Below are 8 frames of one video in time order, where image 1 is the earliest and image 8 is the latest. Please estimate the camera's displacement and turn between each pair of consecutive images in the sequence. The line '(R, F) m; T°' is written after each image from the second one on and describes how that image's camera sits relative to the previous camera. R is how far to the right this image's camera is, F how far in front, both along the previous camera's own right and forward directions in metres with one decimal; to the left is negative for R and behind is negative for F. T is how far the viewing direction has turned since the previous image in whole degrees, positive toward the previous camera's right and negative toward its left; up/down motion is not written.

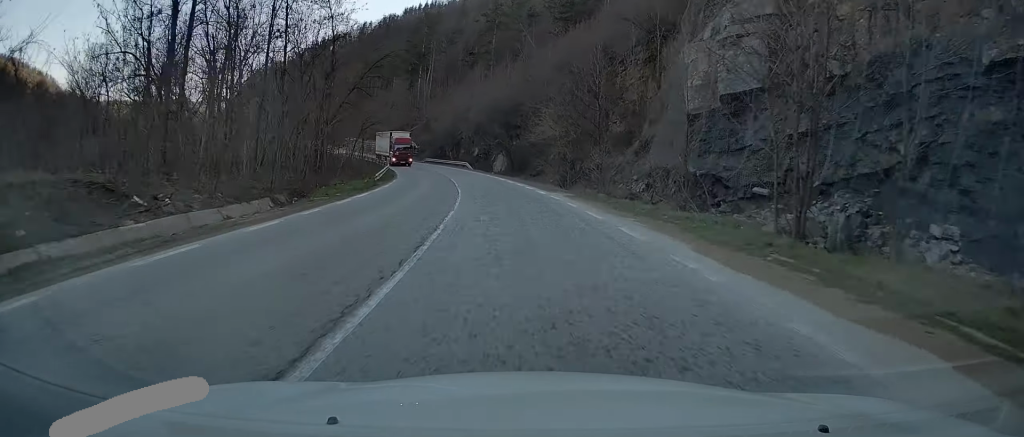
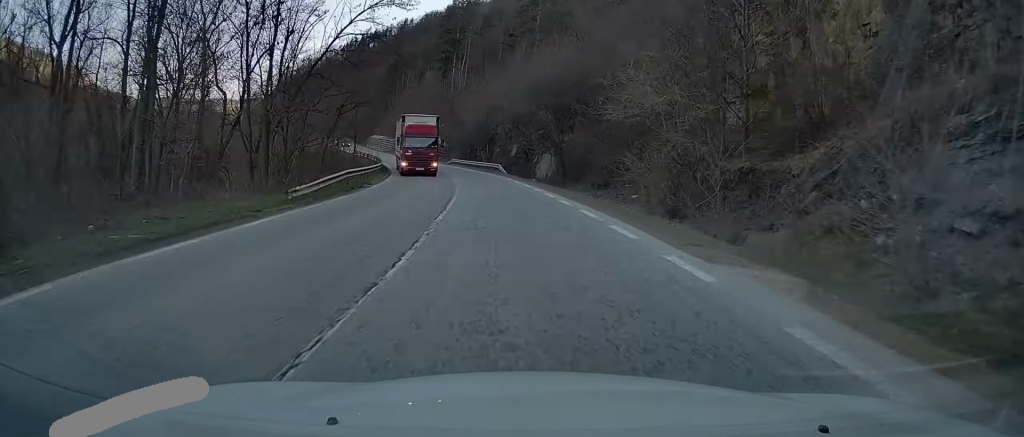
(-0.5, +19.9) m; -4°
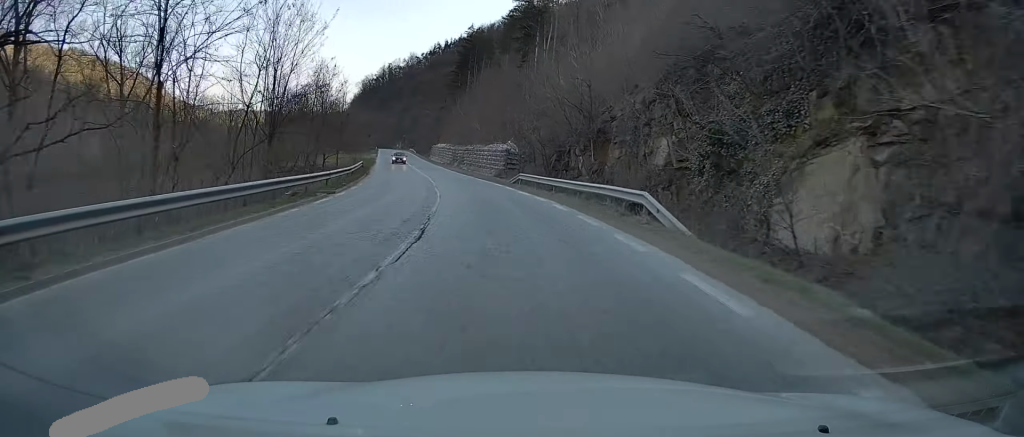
(-3.1, +37.2) m; -9°
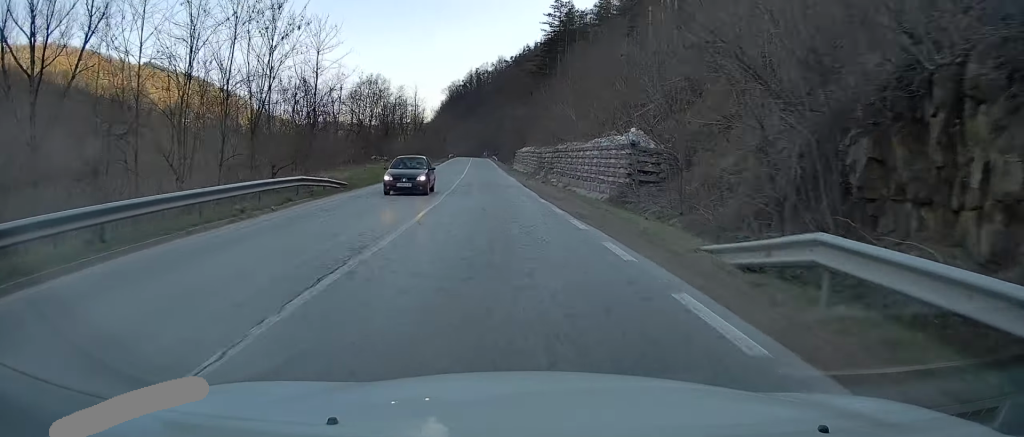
(-1.9, +29.3) m; -6°
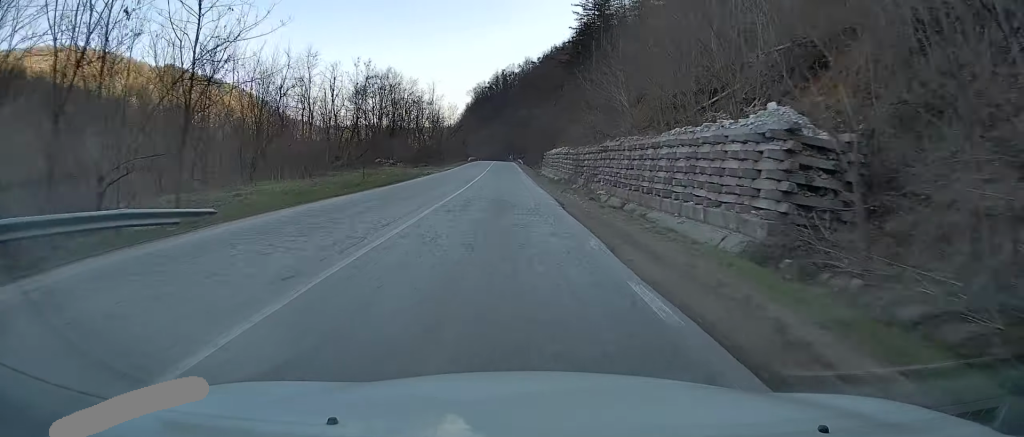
(-0.4, +15.3) m; -2°
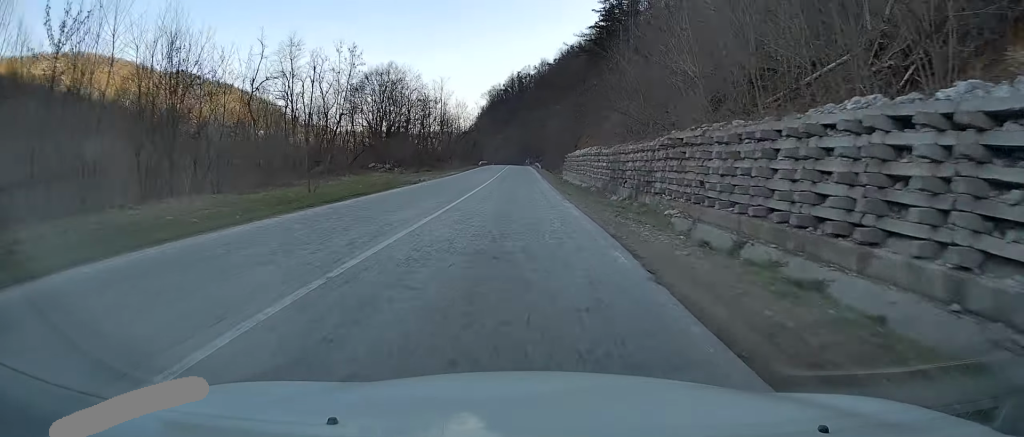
(-0.2, +12.8) m; -1°
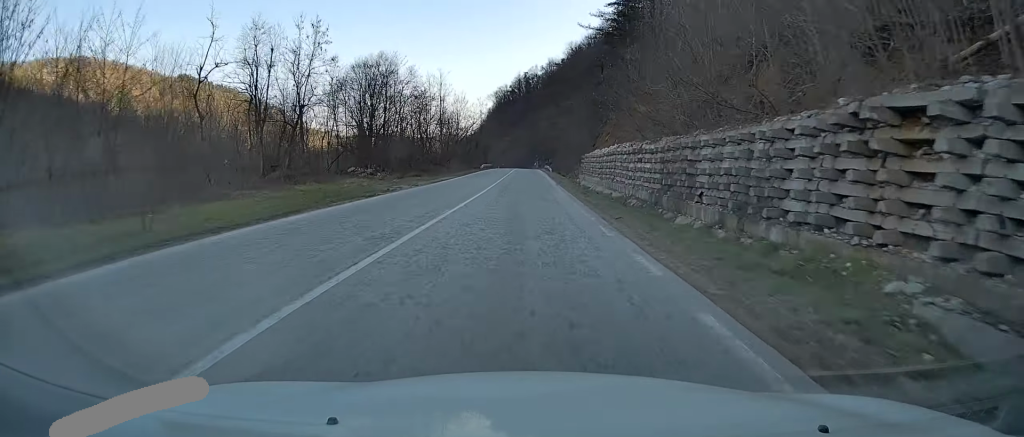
(-0.1, +12.9) m; -1°
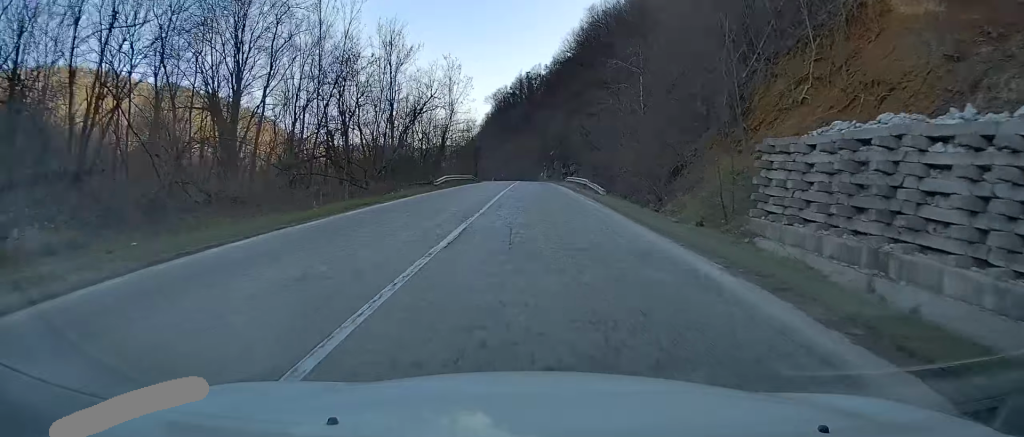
(-0.1, +49.3) m; +1°
